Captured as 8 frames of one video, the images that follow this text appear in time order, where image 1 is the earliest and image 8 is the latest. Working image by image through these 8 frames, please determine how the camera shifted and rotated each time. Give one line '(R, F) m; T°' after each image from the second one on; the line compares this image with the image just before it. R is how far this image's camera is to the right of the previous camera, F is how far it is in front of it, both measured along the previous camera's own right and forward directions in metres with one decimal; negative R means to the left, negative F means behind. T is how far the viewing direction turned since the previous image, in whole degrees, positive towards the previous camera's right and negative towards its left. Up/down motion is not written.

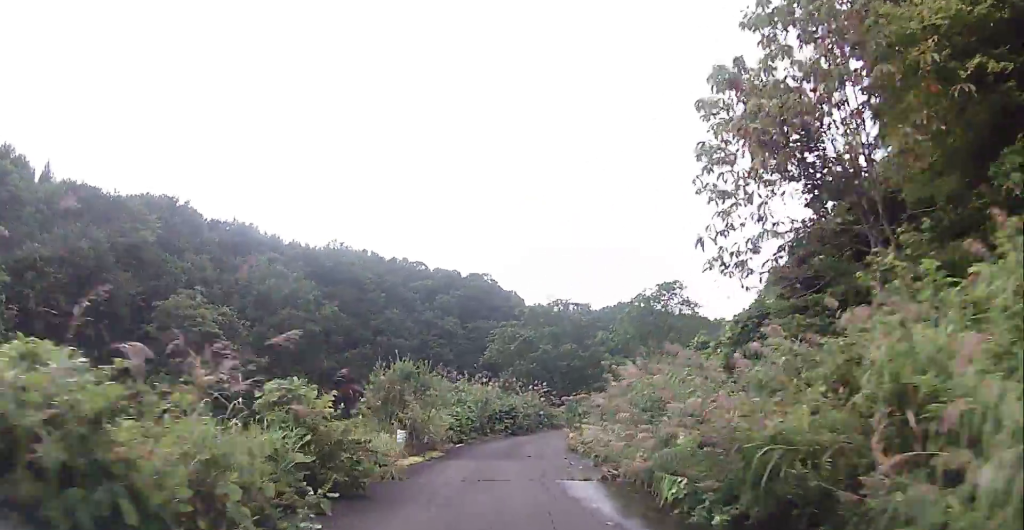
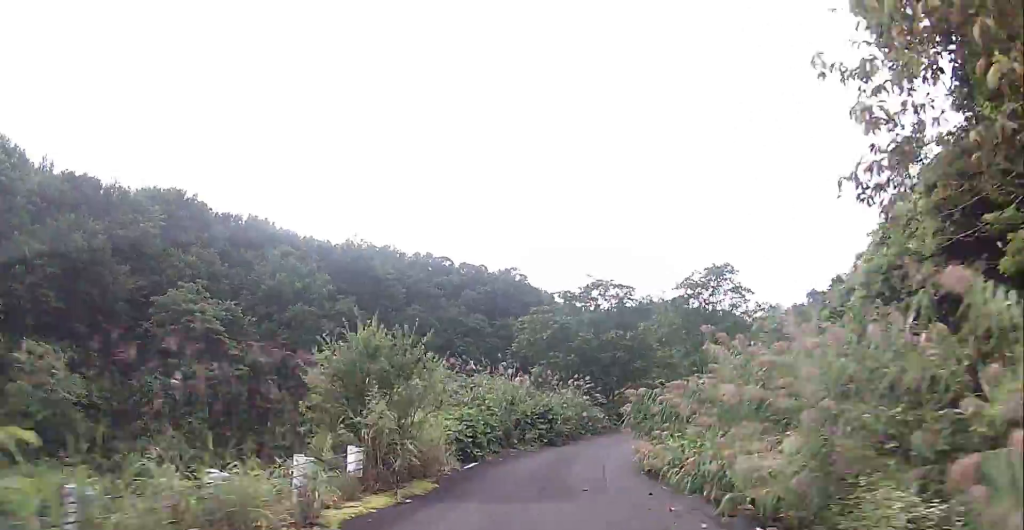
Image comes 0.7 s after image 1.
(0.0, +8.6) m; 0°
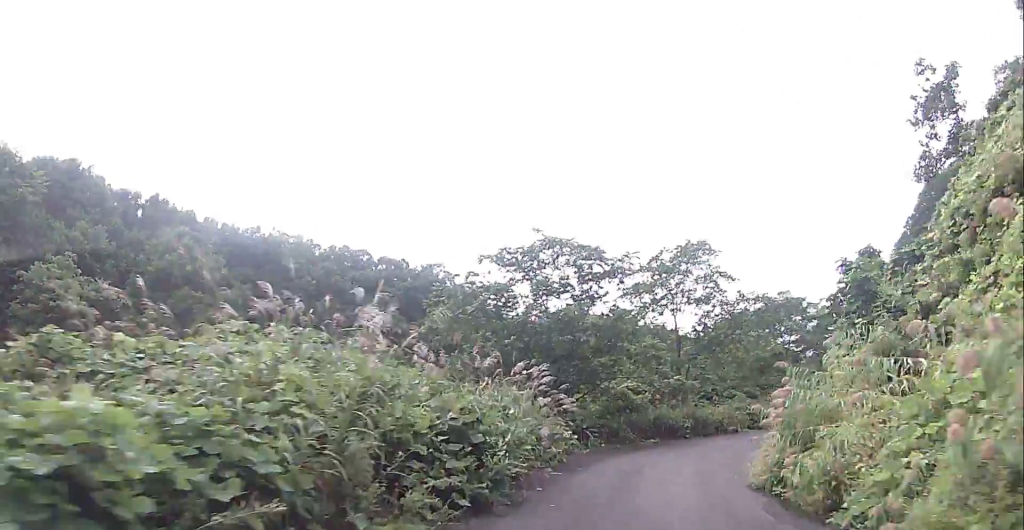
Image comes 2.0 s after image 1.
(0.0, +15.6) m; 0°
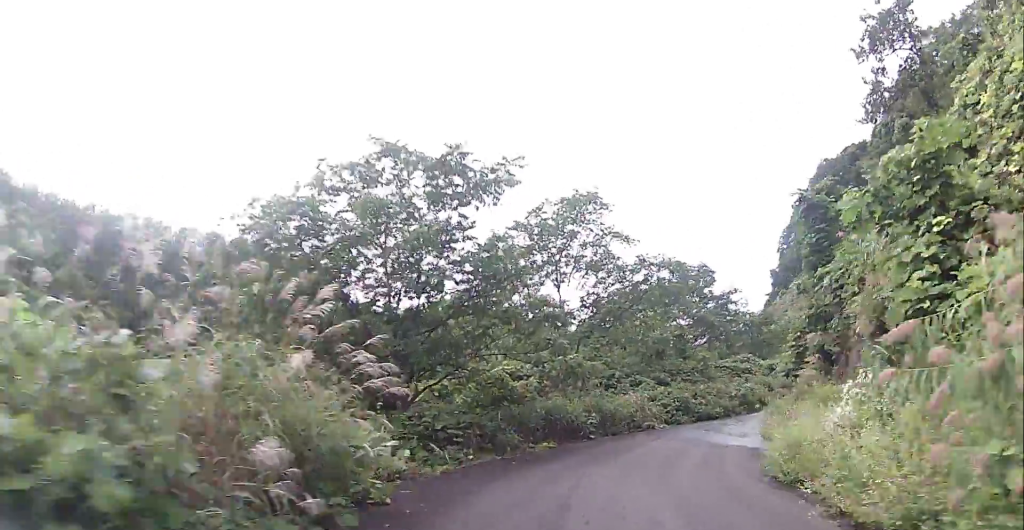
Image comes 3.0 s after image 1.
(+0.2, +10.9) m; +7°
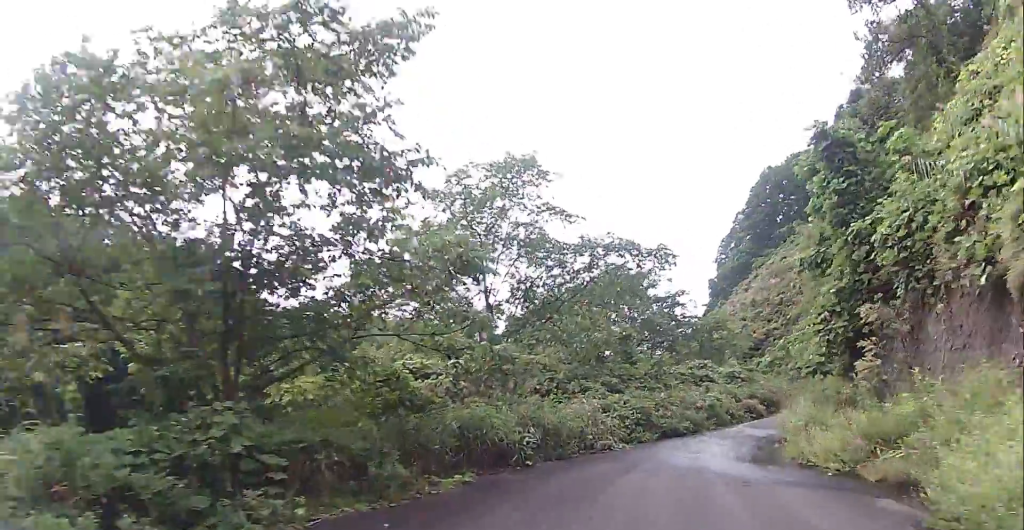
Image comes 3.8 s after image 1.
(+0.5, +7.9) m; +13°
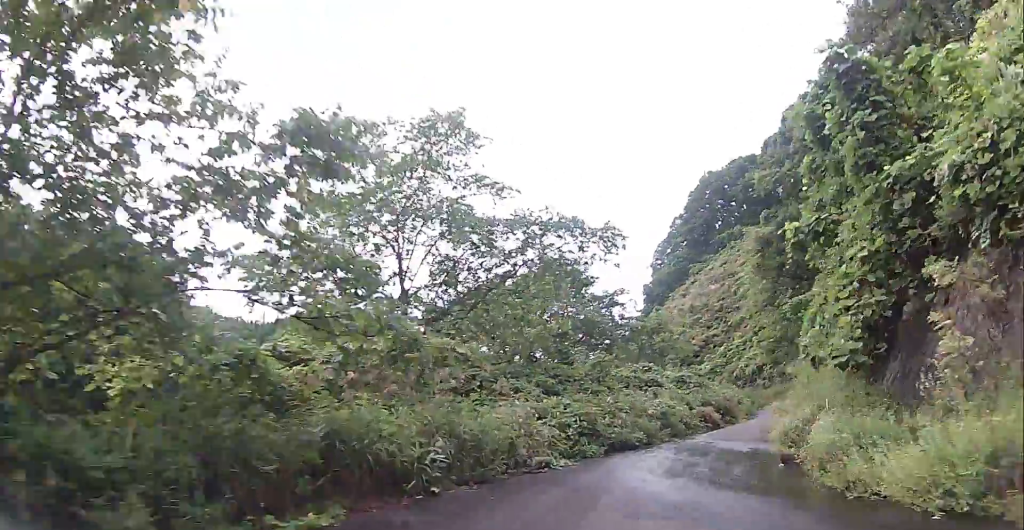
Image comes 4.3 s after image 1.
(+0.7, +4.9) m; +9°
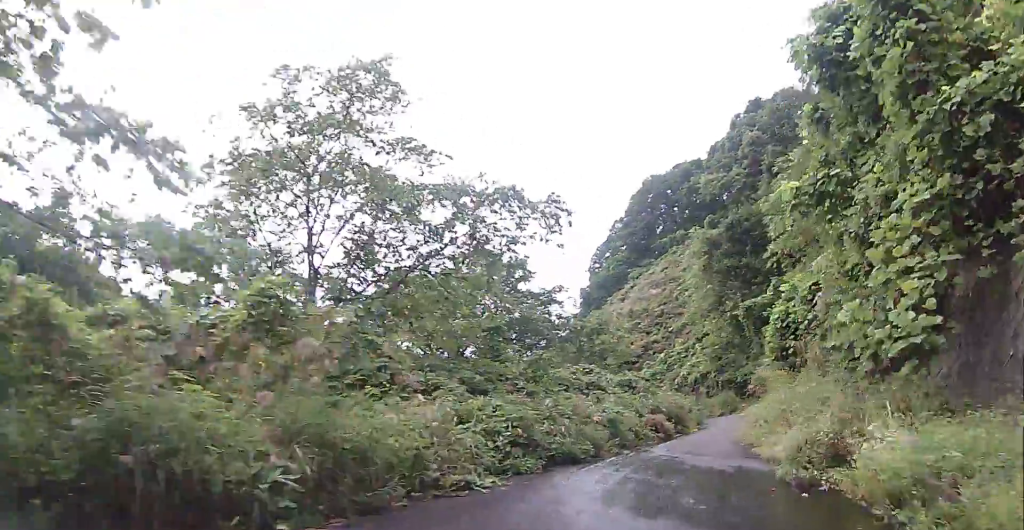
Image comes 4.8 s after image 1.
(+0.2, +4.0) m; +8°
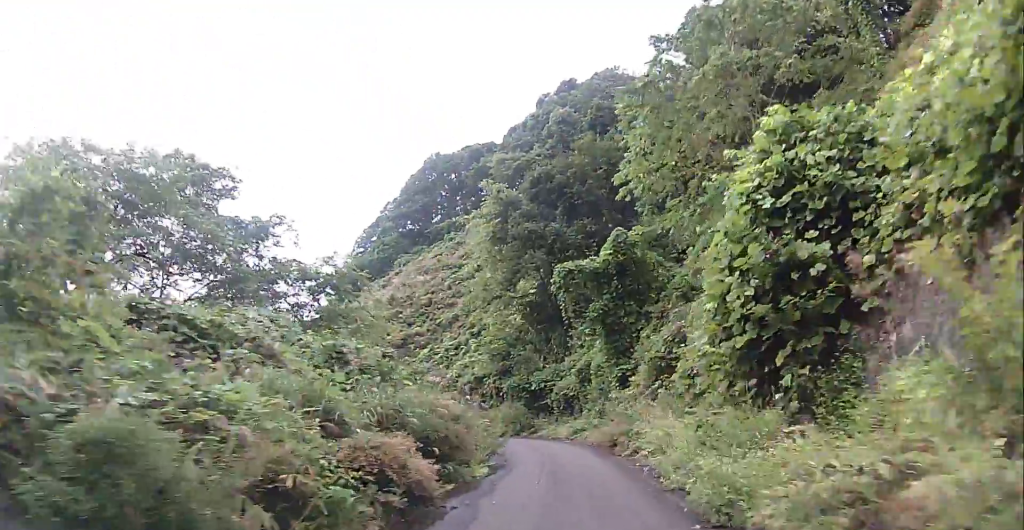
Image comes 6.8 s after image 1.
(+3.0, +18.7) m; +18°
